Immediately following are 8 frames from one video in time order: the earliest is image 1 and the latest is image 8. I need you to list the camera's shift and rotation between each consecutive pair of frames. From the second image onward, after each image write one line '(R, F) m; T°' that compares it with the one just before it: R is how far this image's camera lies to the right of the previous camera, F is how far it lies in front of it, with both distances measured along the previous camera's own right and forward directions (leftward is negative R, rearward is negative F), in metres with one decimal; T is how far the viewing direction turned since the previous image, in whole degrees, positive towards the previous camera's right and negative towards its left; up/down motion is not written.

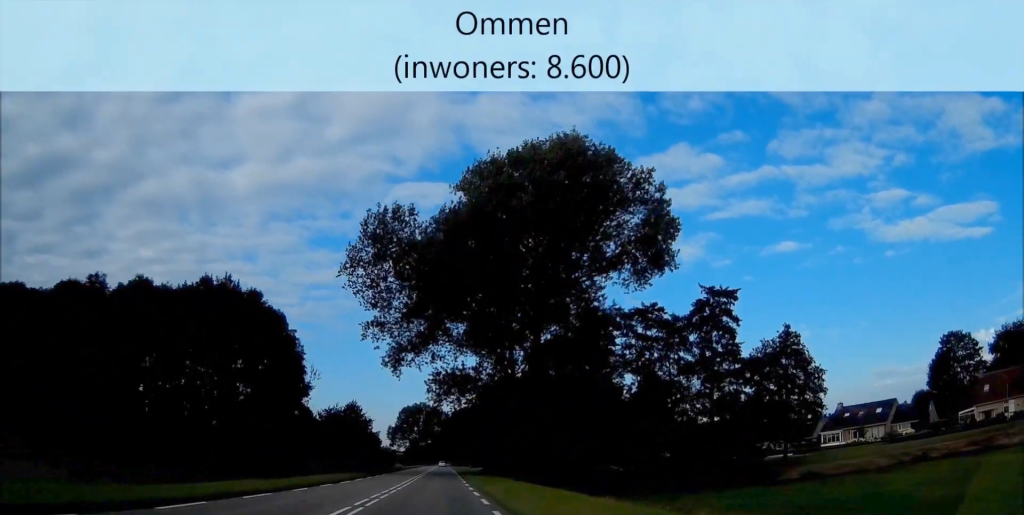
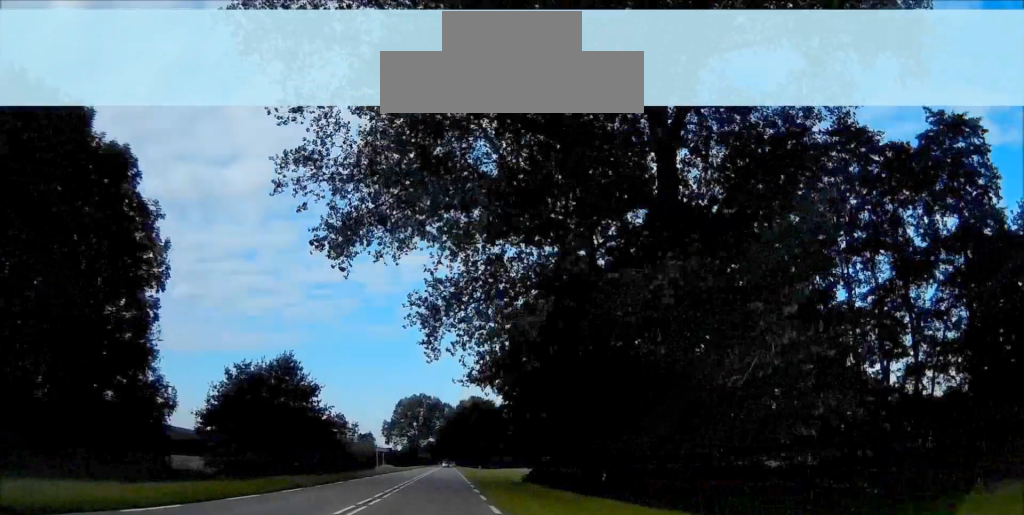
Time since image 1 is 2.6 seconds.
(-0.1, +39.6) m; -1°
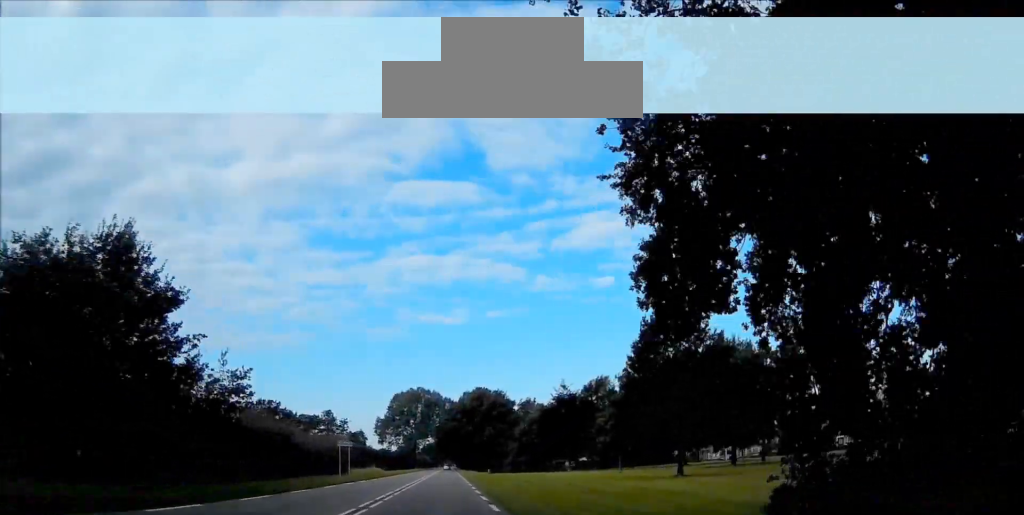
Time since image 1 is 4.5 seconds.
(-0.5, +28.5) m; -1°
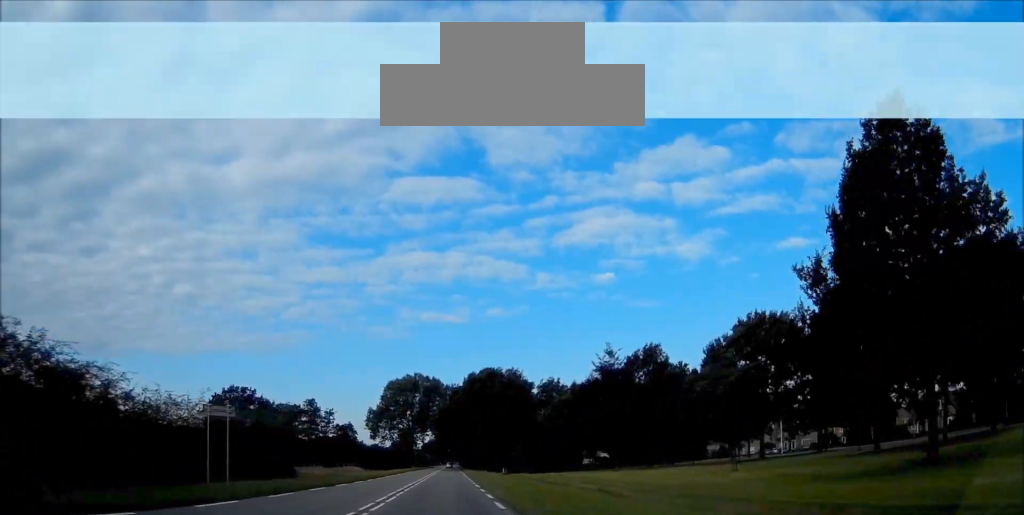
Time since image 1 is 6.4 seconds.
(0.0, +29.6) m; +1°
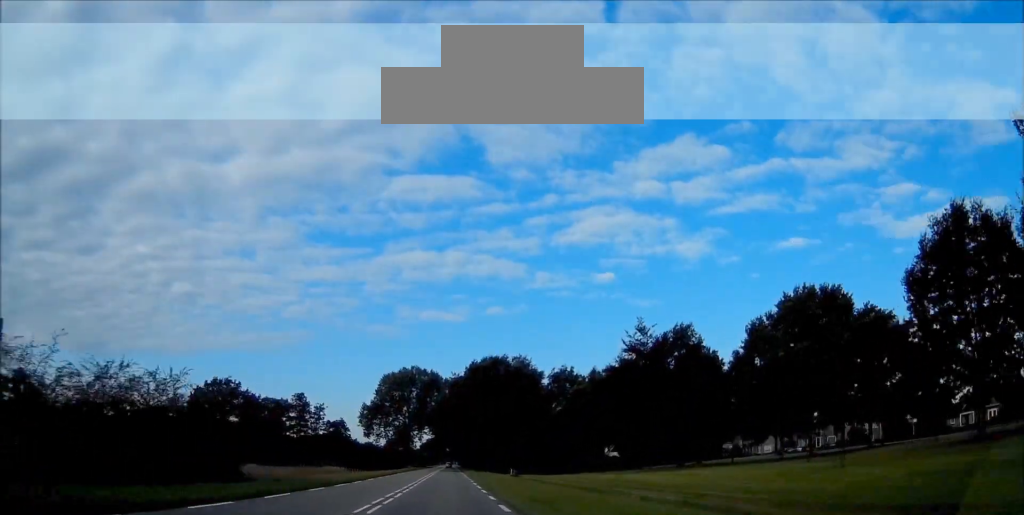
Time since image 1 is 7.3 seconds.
(+0.1, +13.3) m; +1°
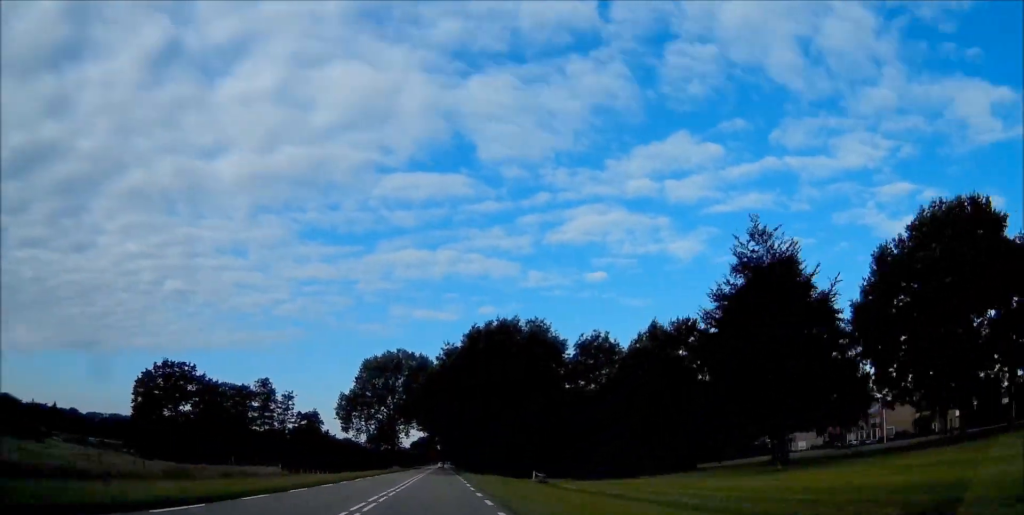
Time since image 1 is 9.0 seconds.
(+0.2, +26.6) m; +1°
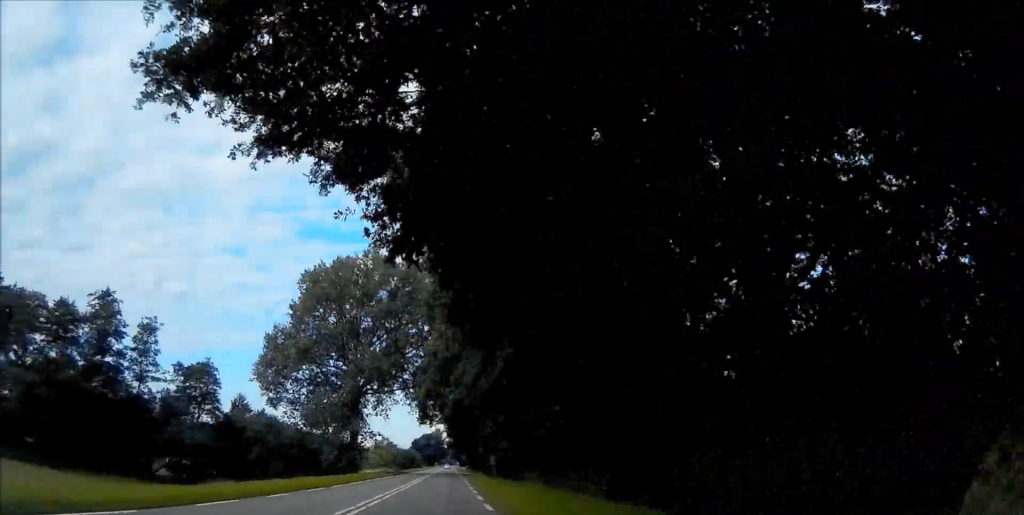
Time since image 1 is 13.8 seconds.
(-0.2, +73.6) m; -1°
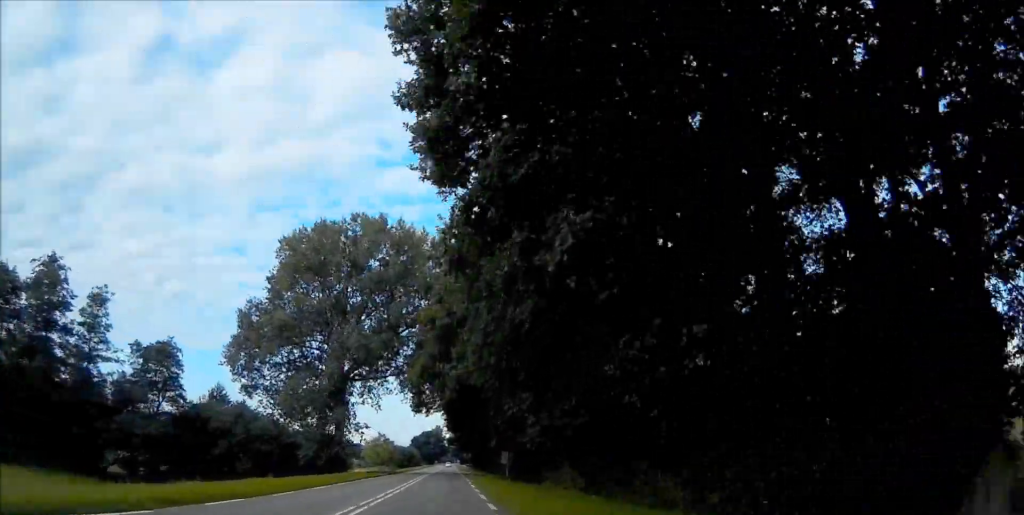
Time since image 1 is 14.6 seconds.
(+0.1, +12.2) m; 0°
